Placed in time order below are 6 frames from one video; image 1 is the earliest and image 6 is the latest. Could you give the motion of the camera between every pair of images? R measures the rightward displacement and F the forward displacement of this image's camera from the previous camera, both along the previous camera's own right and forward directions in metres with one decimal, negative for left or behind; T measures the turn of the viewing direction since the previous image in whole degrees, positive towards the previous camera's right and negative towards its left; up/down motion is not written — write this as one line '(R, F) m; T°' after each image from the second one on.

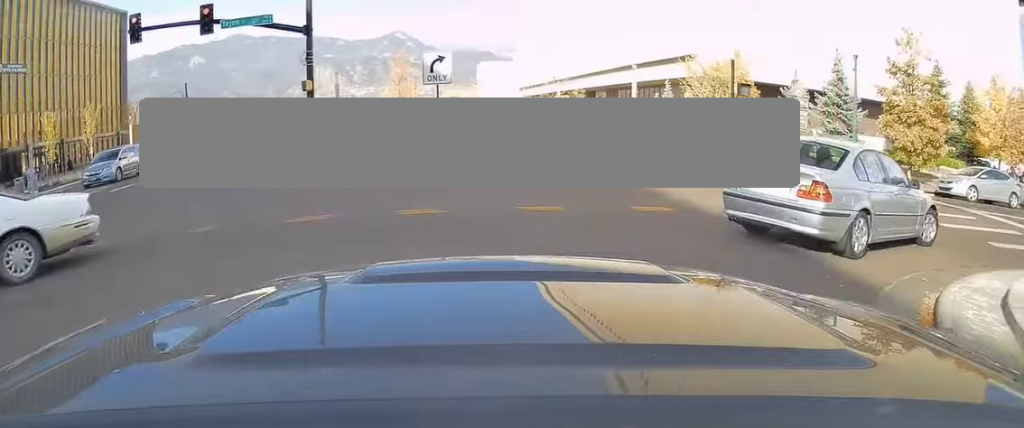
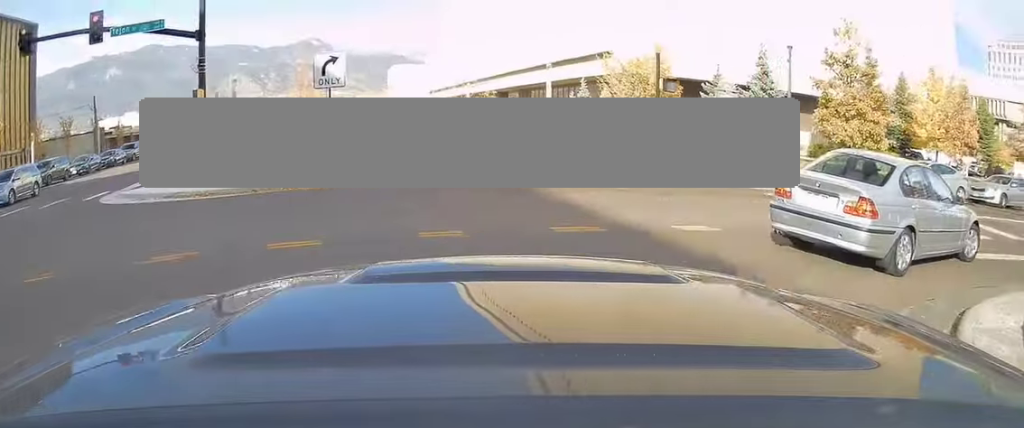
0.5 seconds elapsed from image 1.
(+0.3, +1.9) m; +9°
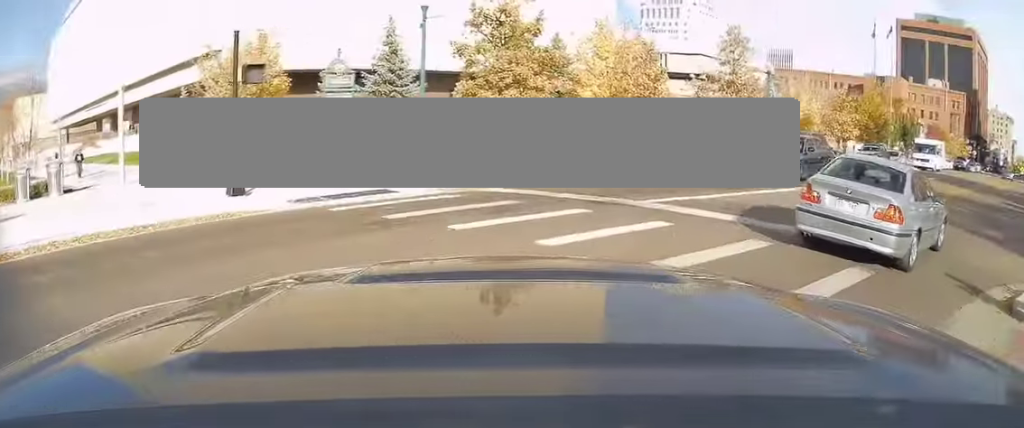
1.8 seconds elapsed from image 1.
(+1.0, +5.8) m; +30°
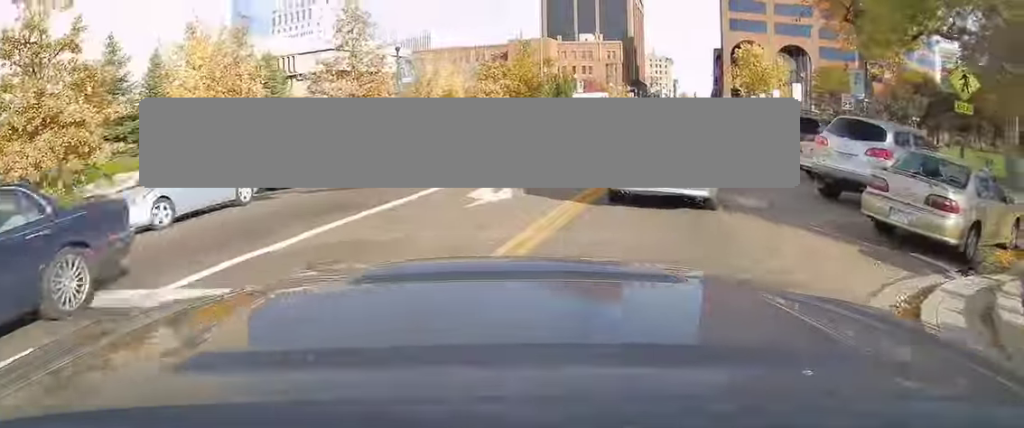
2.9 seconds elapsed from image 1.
(+1.6, +5.1) m; +25°
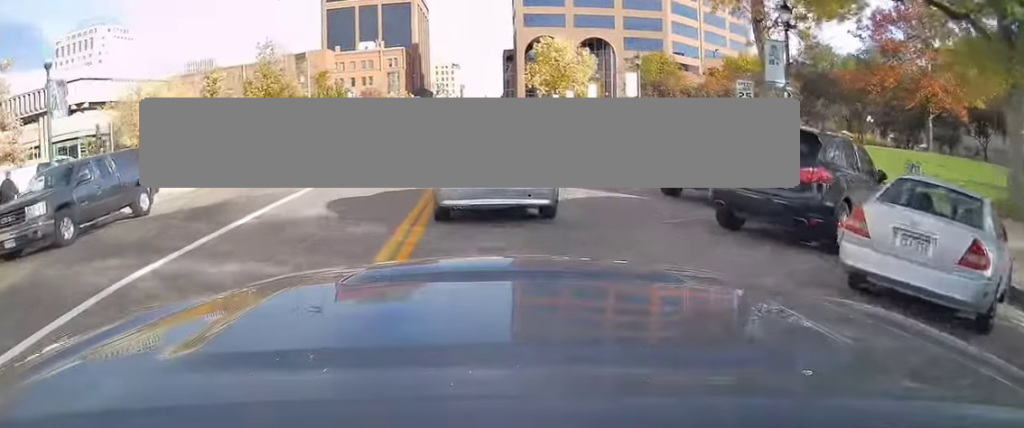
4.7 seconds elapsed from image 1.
(+1.2, +11.8) m; +11°
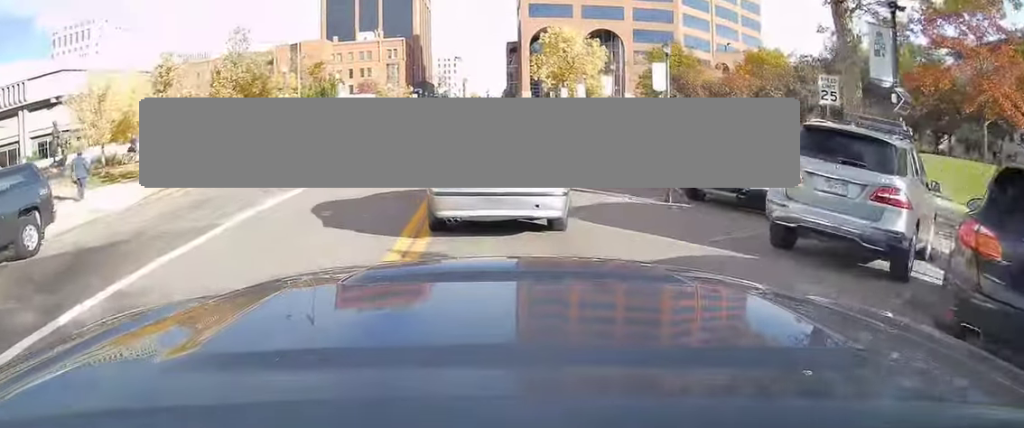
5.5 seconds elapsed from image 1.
(+0.4, +5.5) m; +4°
